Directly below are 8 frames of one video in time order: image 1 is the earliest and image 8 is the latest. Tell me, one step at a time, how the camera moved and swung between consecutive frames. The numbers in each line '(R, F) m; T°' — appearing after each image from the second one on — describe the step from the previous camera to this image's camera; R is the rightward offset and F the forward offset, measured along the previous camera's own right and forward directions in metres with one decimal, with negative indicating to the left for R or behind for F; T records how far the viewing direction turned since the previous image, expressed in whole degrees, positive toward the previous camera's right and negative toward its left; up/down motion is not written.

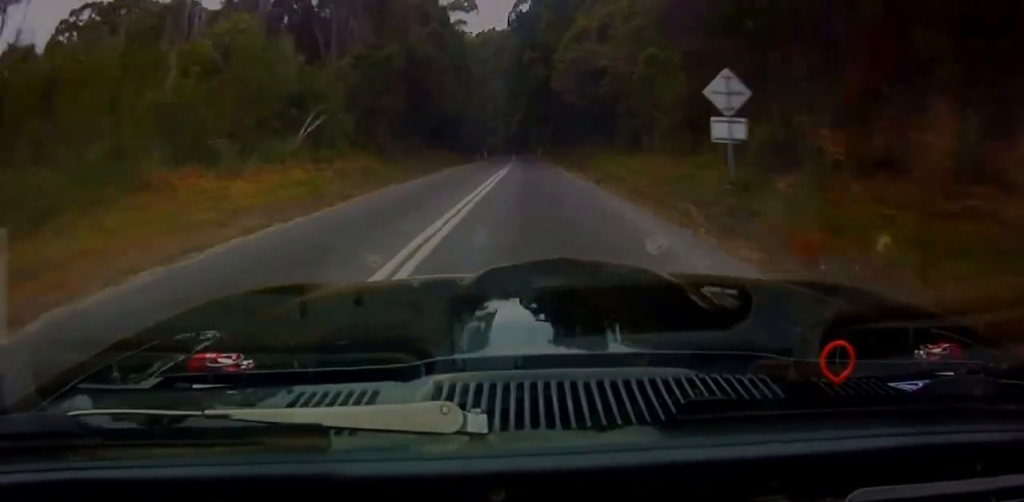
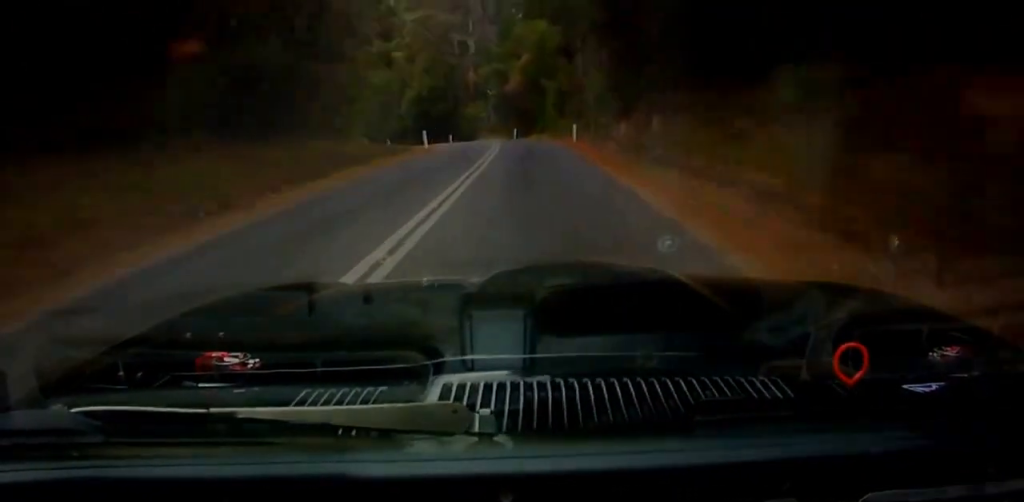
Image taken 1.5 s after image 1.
(+1.0, +56.6) m; 0°
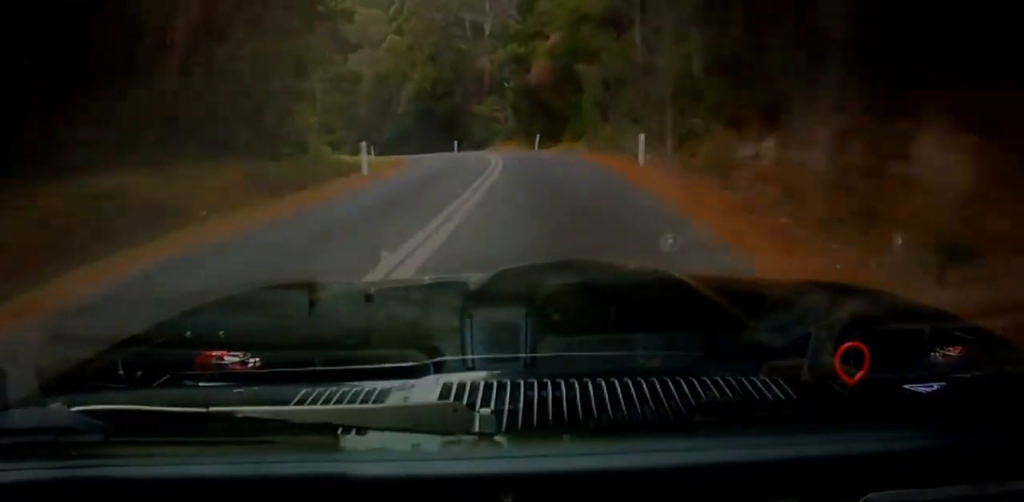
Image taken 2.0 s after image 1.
(-0.2, +14.5) m; -3°
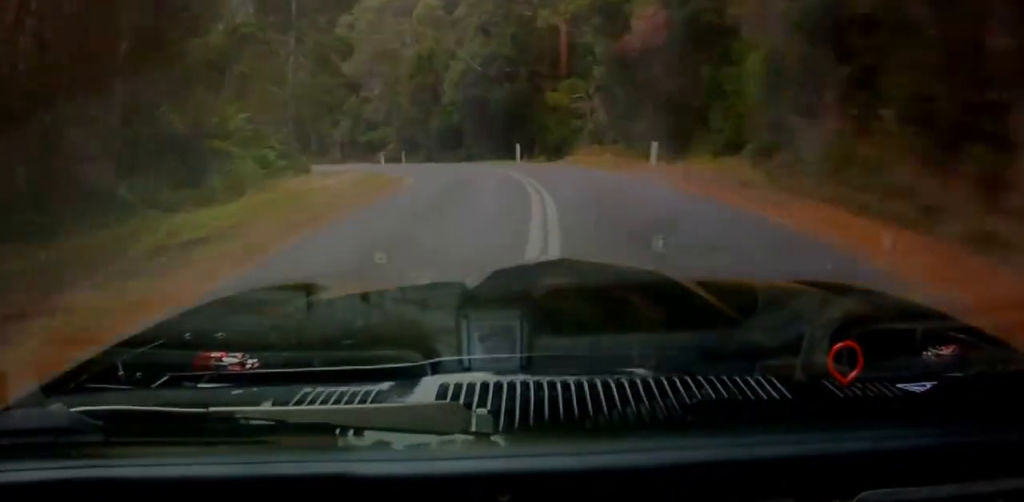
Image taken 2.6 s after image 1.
(-0.2, +19.1) m; -6°
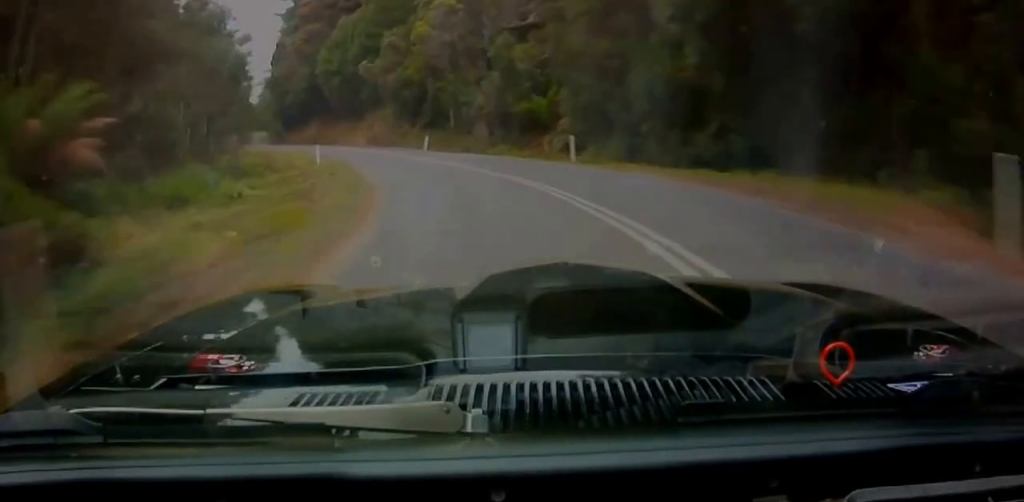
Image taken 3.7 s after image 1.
(-4.1, +29.0) m; -21°
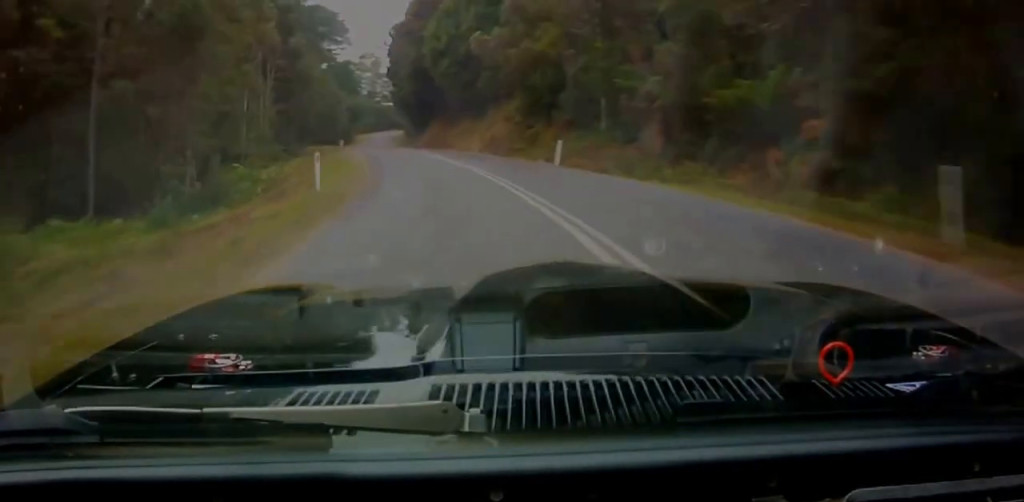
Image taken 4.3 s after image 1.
(-2.3, +16.8) m; -14°
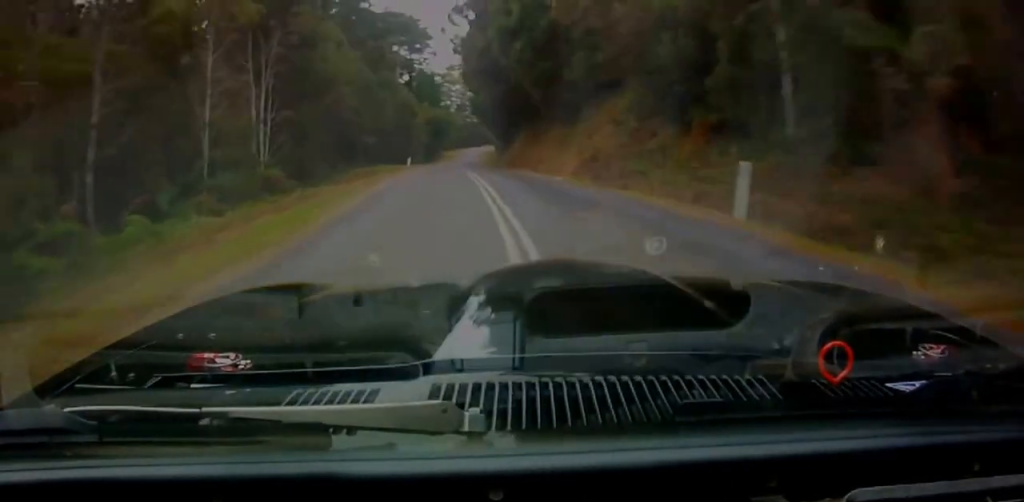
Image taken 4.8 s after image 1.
(-1.7, +13.8) m; -7°
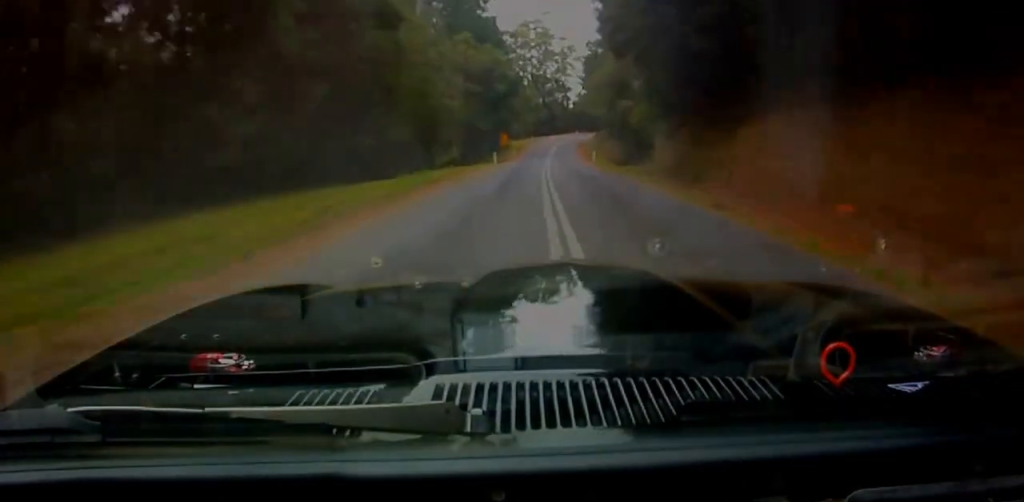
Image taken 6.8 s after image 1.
(-11.0, +64.4) m; -14°
